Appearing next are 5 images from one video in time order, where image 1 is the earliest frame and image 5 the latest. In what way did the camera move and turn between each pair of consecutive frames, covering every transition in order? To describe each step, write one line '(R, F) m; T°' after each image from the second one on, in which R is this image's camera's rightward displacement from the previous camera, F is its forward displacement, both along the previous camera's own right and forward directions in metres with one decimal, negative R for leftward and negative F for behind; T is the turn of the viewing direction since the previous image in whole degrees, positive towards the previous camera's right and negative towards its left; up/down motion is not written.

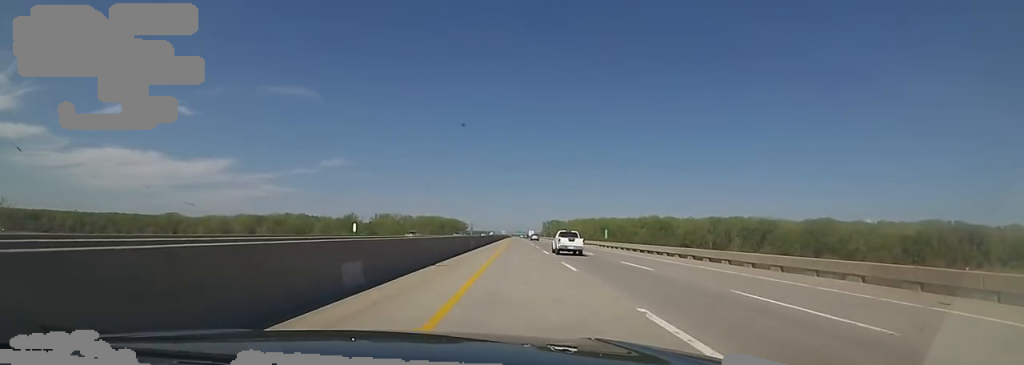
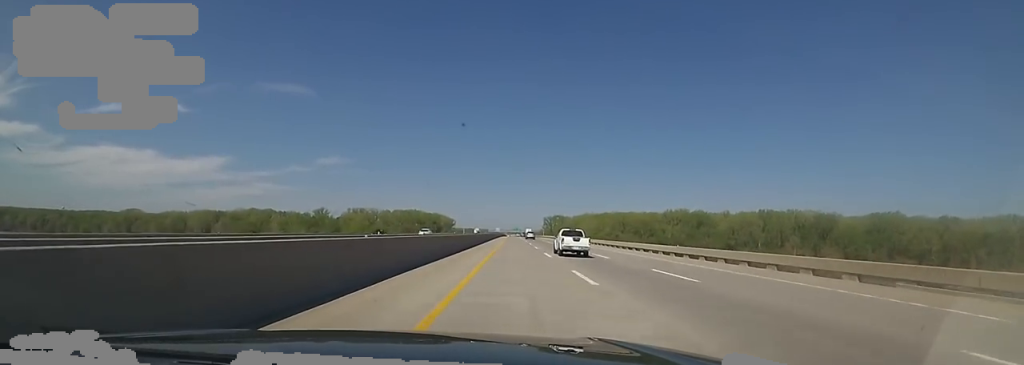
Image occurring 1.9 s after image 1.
(-2.7, +66.4) m; -2°
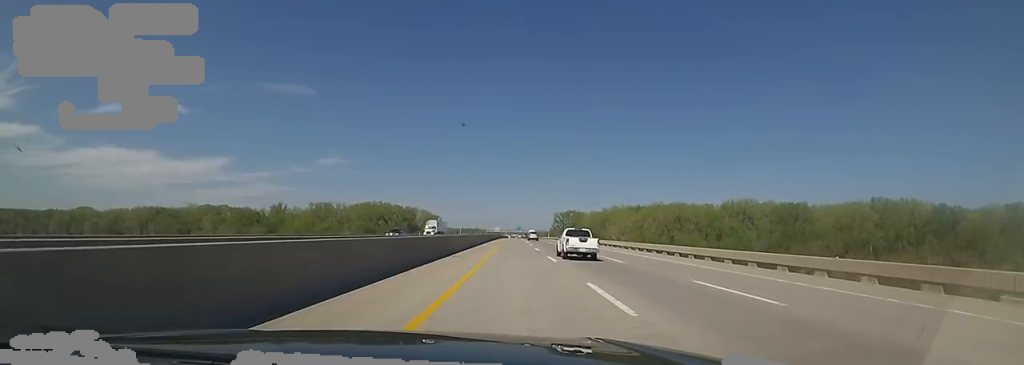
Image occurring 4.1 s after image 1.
(+3.6, +79.8) m; +2°
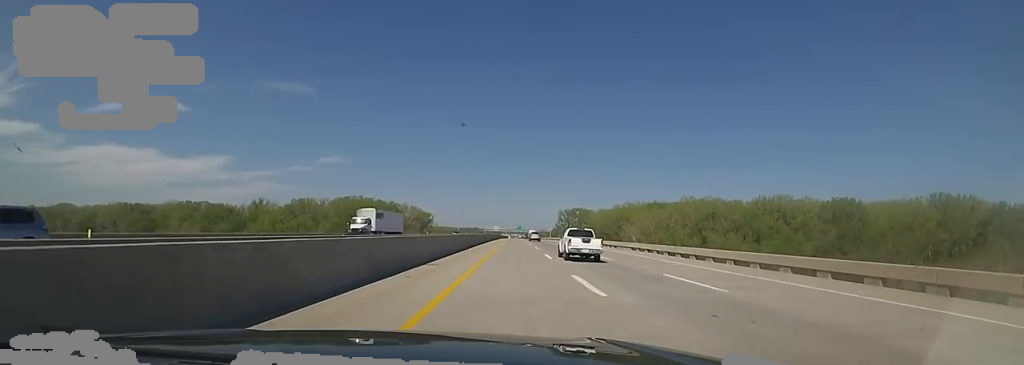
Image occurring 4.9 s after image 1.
(-0.1, +27.3) m; 0°
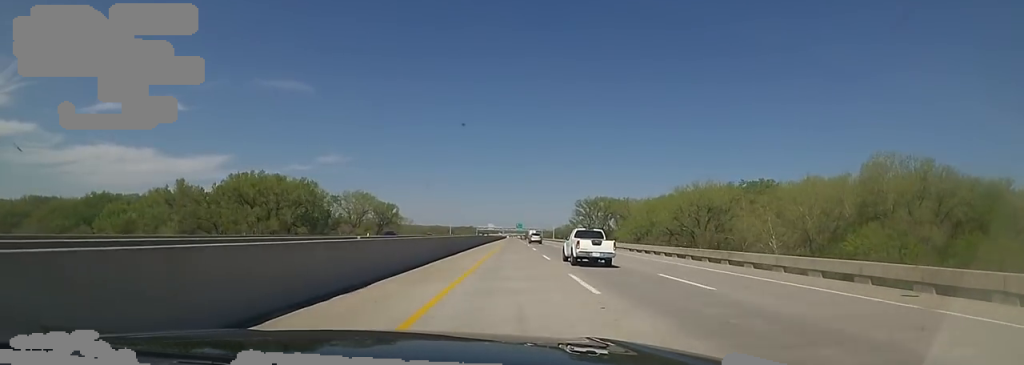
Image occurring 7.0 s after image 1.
(+0.4, +75.1) m; 0°
